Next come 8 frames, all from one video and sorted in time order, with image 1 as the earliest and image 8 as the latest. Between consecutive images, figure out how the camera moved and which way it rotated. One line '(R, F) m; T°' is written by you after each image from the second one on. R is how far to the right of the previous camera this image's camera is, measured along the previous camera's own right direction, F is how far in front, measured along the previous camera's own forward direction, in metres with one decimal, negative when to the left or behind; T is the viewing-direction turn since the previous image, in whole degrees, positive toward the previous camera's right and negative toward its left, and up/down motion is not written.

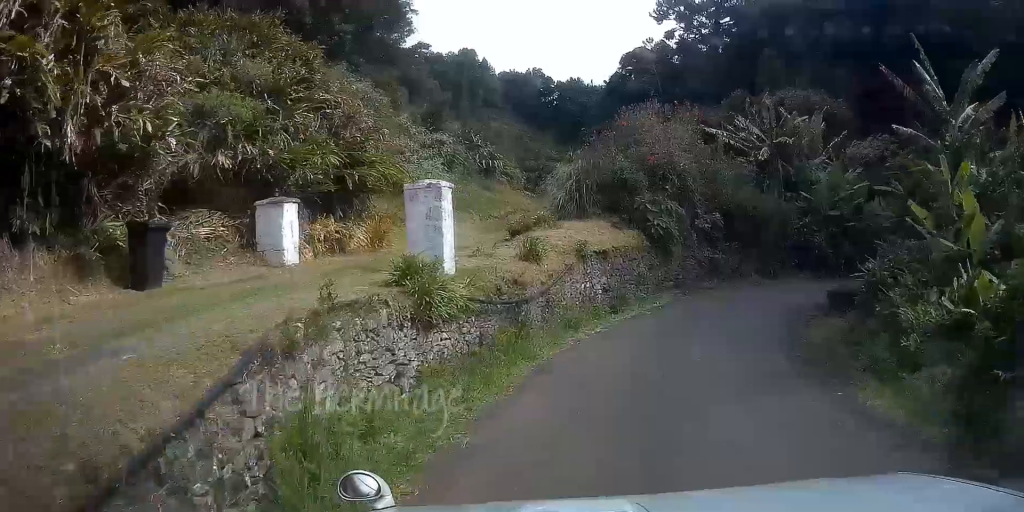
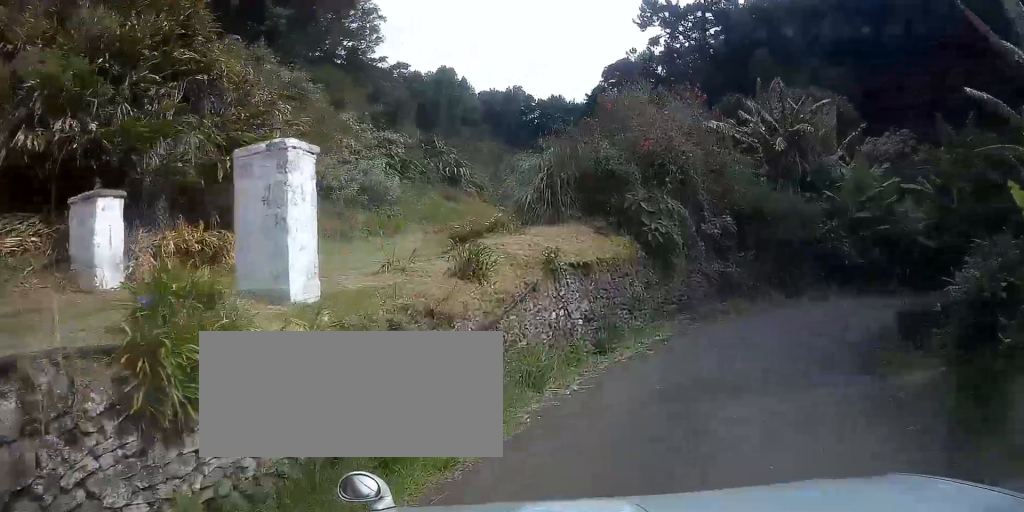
(+0.1, +4.6) m; +3°
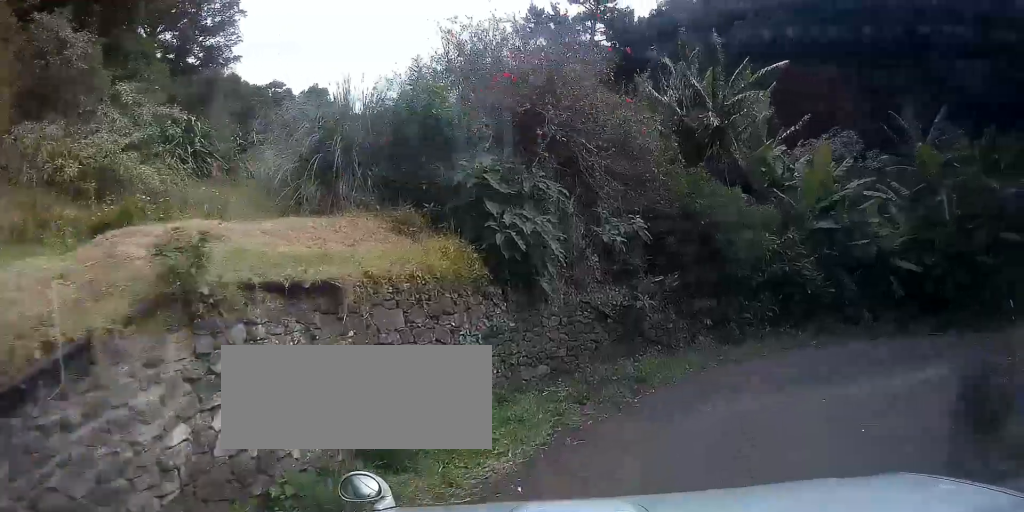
(+0.3, +6.5) m; +13°
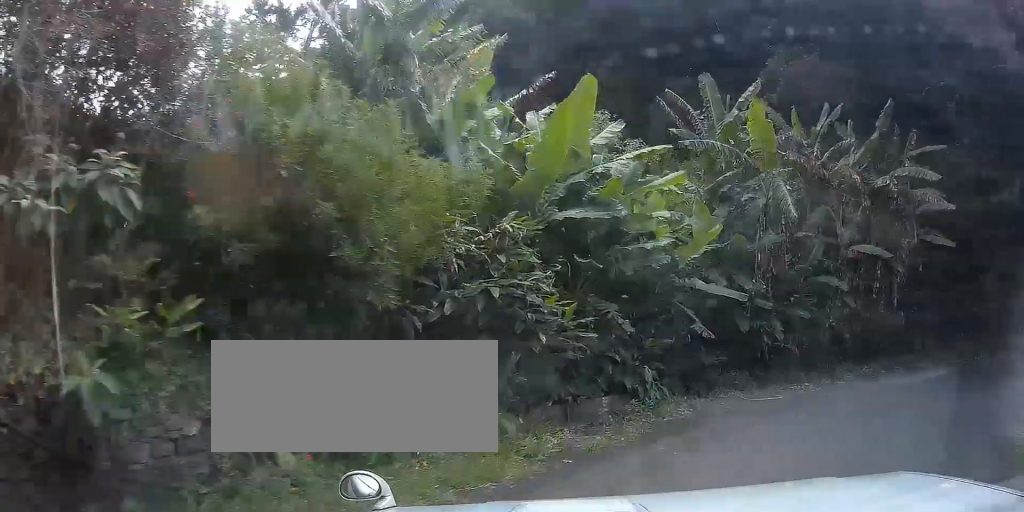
(+1.3, +6.3) m; +37°
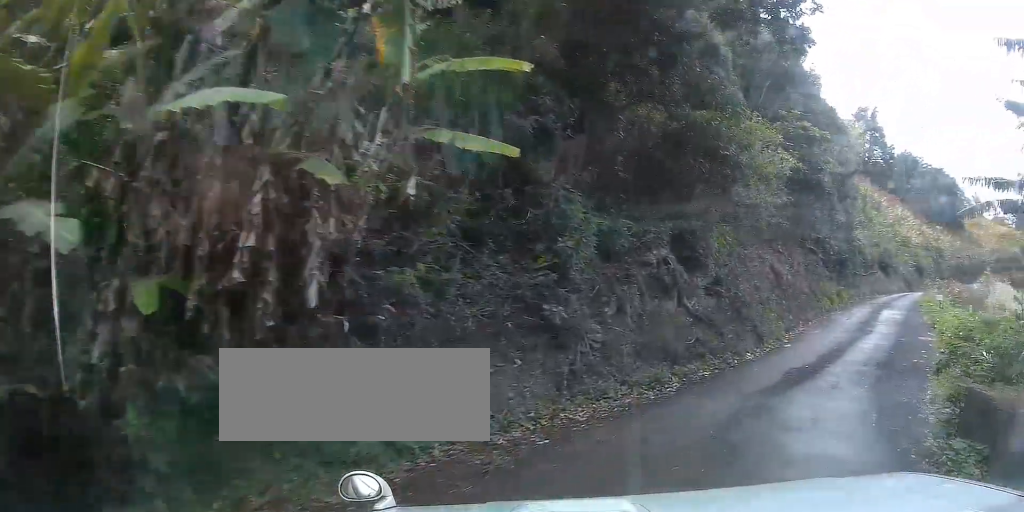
(+4.4, +8.2) m; +43°
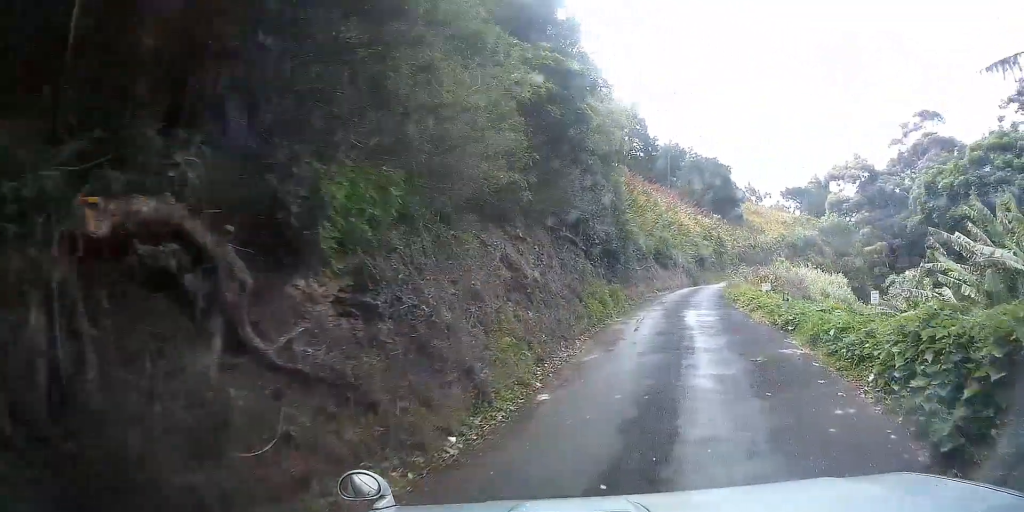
(+1.3, +7.8) m; +19°
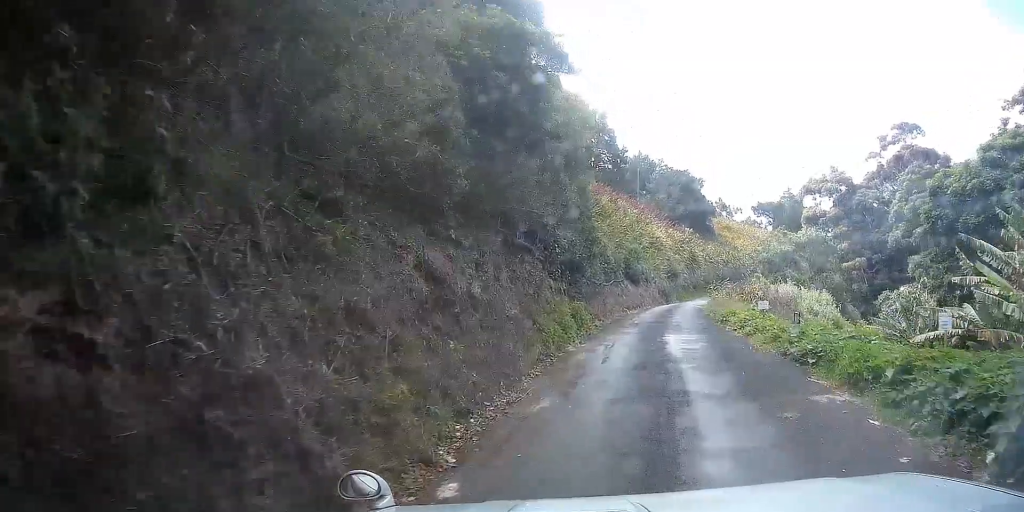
(+0.3, +3.8) m; +4°
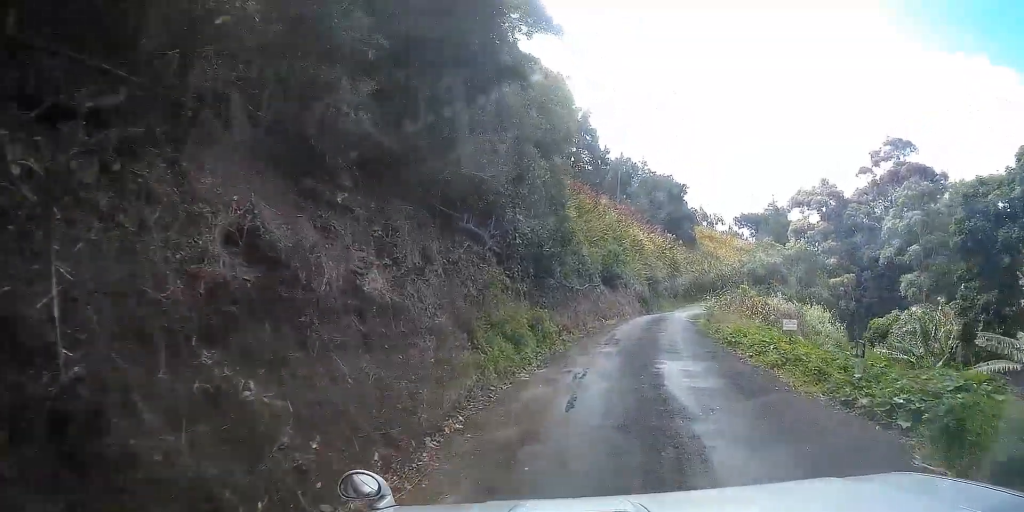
(+0.2, +4.8) m; +4°
